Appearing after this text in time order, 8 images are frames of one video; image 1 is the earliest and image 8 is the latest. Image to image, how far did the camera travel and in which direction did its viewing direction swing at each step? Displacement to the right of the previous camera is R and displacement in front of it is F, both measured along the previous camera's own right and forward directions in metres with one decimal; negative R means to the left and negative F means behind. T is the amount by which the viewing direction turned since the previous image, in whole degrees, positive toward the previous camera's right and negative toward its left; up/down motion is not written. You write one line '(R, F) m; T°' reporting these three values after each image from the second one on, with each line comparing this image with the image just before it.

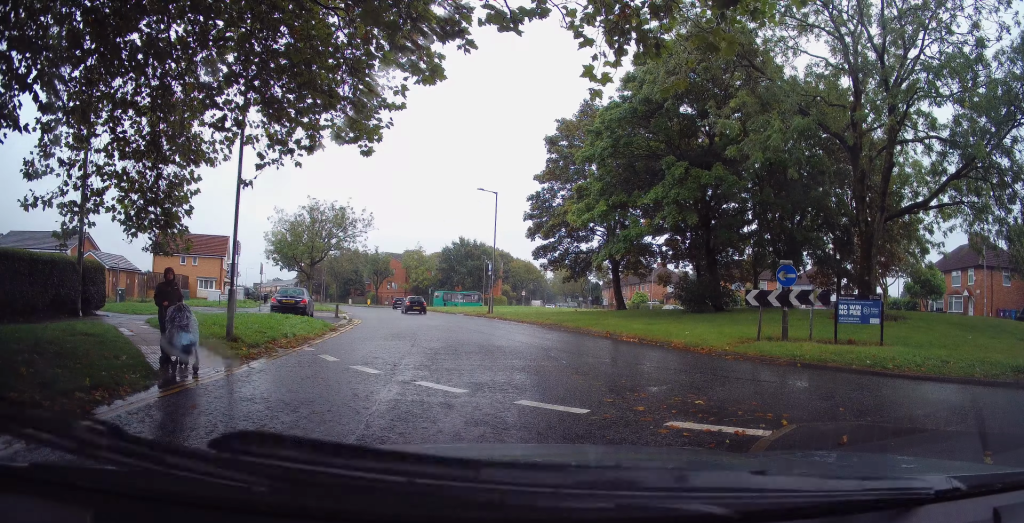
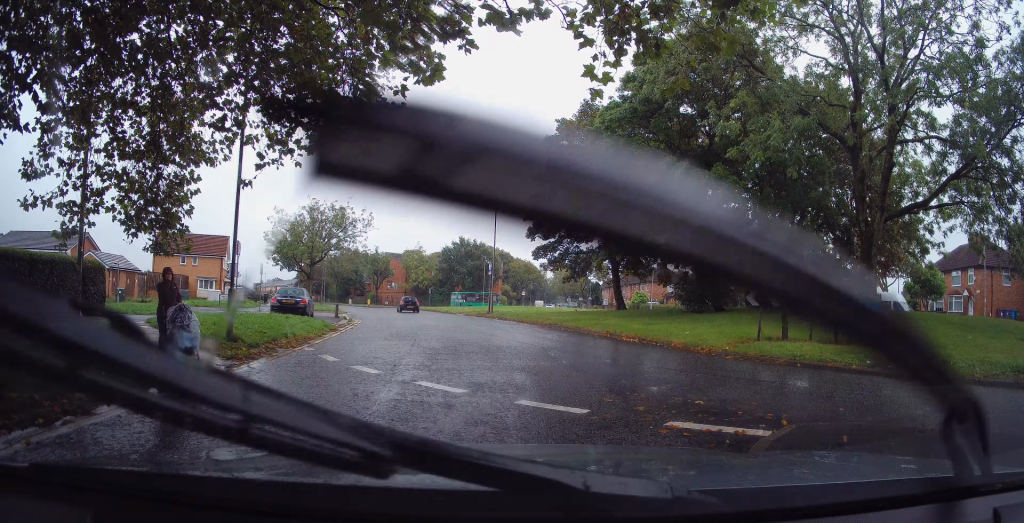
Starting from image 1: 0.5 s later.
(0.0, 0.0) m; 0°
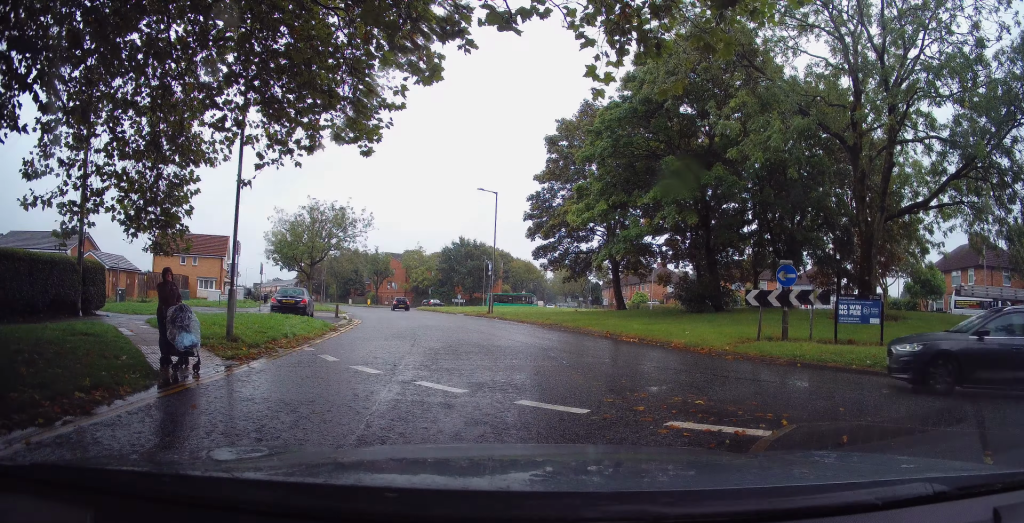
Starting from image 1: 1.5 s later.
(0.0, 0.0) m; 0°
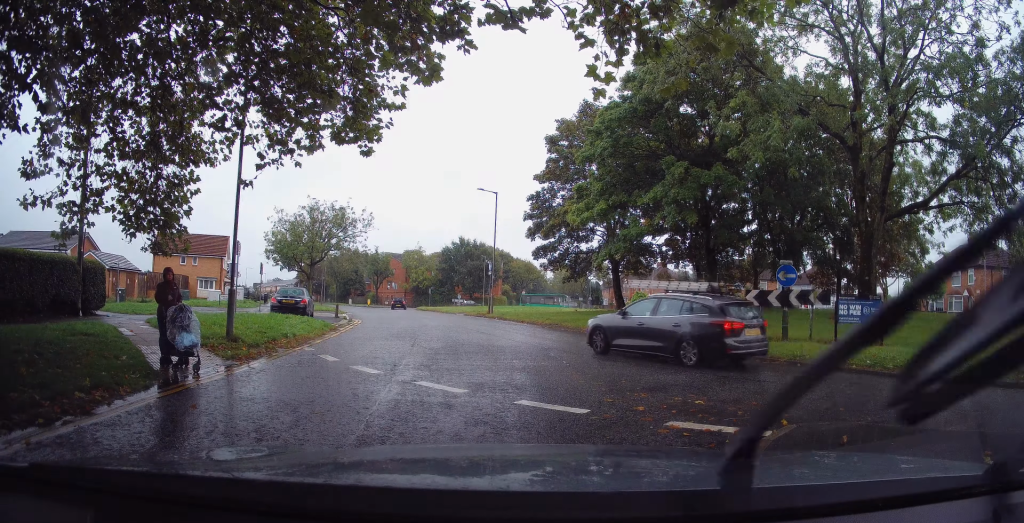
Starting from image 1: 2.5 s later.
(0.0, 0.0) m; 0°
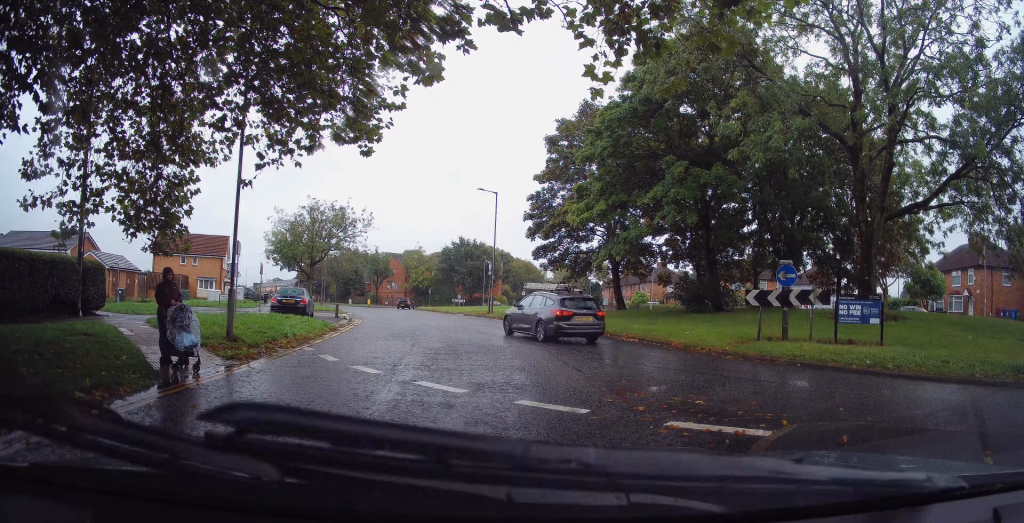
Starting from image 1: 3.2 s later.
(0.0, 0.0) m; 0°
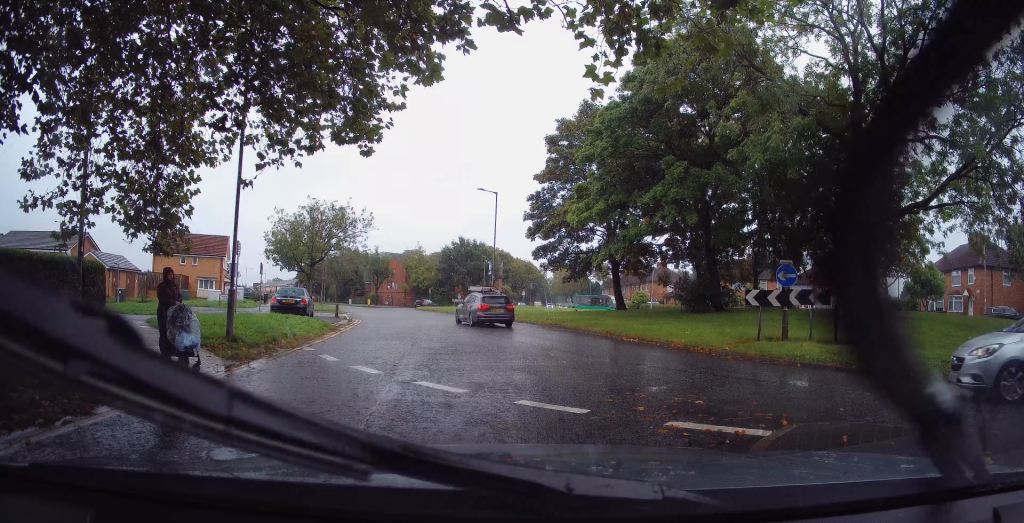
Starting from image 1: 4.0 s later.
(0.0, 0.0) m; 0°
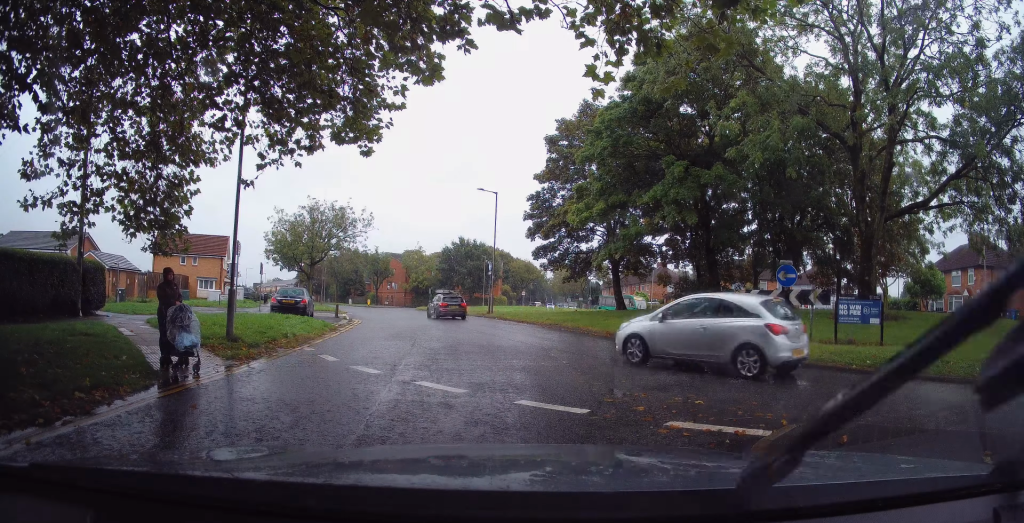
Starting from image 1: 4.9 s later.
(0.0, 0.0) m; 0°
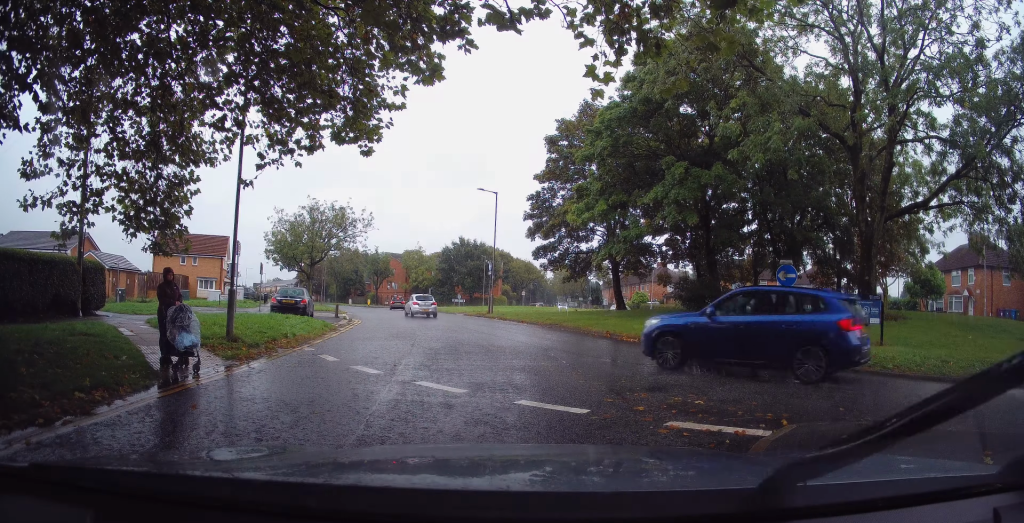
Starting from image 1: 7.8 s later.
(0.0, 0.0) m; 0°
